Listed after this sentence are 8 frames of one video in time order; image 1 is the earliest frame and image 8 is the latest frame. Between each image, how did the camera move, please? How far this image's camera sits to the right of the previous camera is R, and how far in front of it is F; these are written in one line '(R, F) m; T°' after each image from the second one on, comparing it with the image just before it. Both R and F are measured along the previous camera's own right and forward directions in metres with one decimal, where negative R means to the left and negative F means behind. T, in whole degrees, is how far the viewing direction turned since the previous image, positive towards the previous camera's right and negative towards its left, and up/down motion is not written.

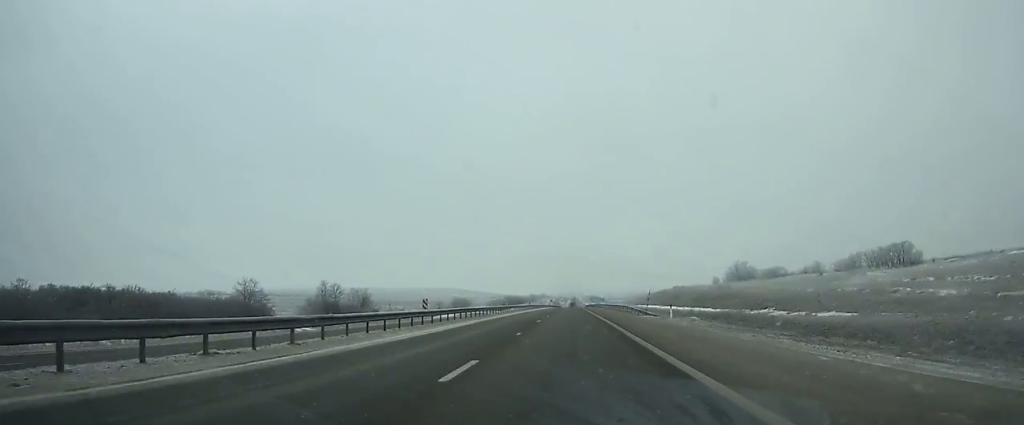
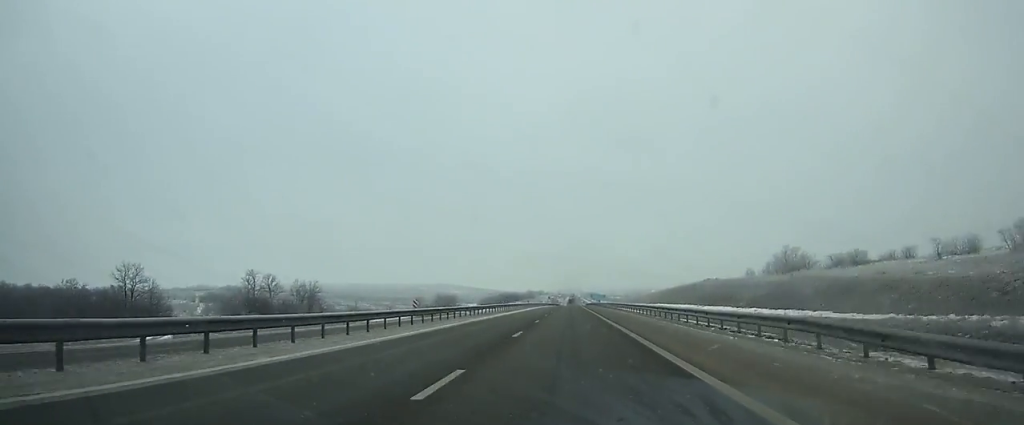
(0.0, +38.4) m; 0°
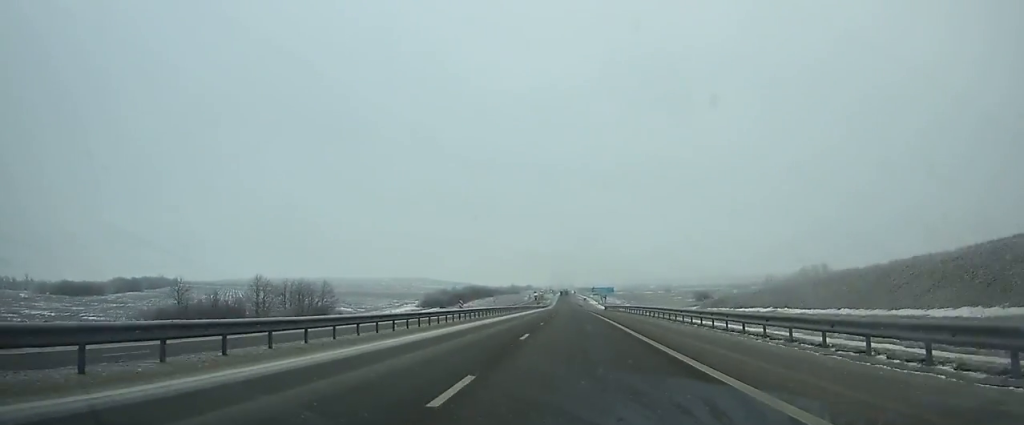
(+1.0, +170.6) m; 0°
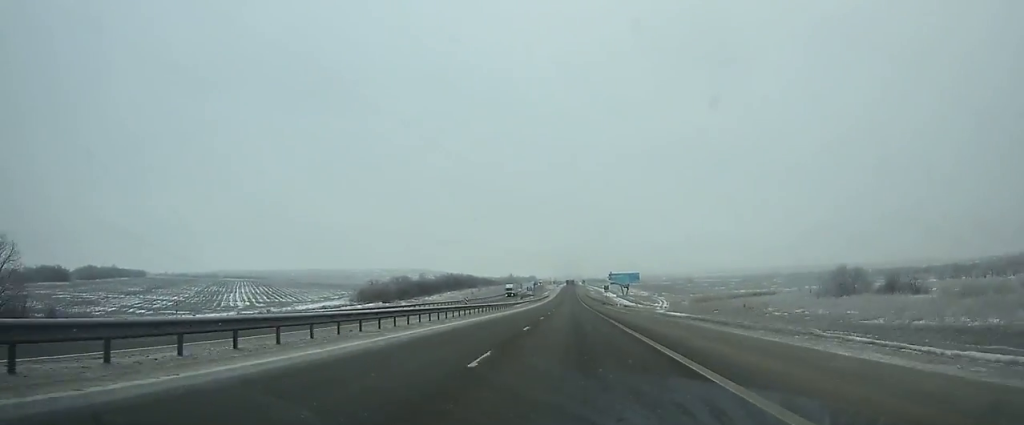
(-0.4, +104.2) m; 0°
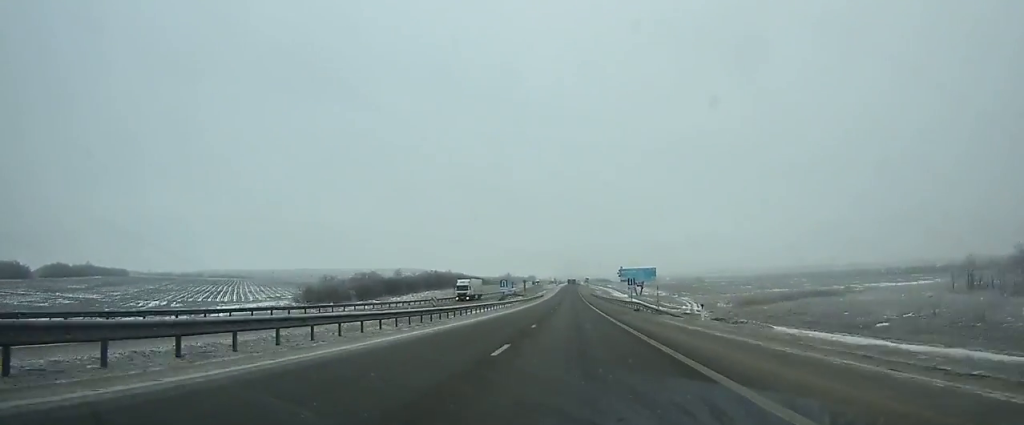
(-0.1, +45.7) m; 0°
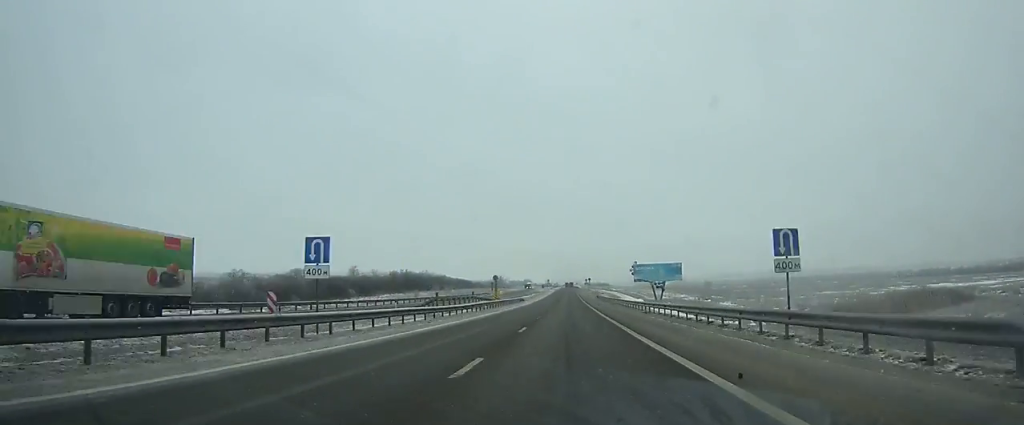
(+0.1, +51.6) m; 0°
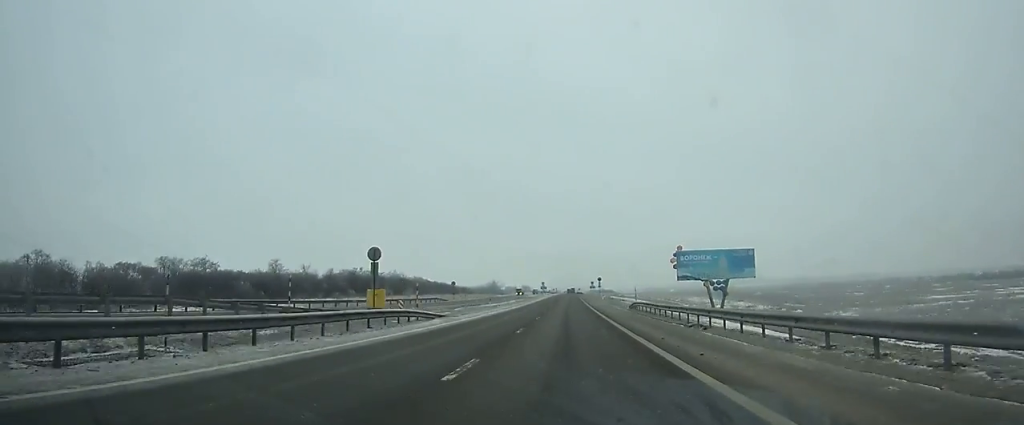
(0.0, +60.2) m; 0°
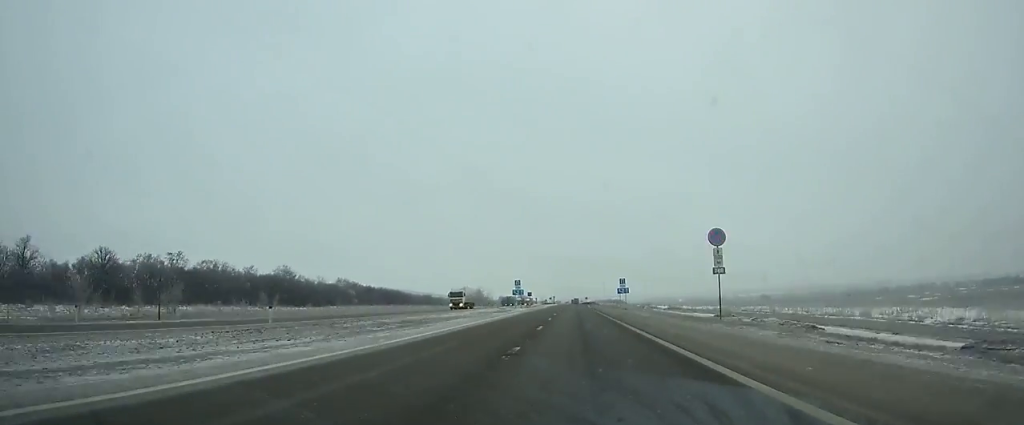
(0.0, +105.7) m; 0°
